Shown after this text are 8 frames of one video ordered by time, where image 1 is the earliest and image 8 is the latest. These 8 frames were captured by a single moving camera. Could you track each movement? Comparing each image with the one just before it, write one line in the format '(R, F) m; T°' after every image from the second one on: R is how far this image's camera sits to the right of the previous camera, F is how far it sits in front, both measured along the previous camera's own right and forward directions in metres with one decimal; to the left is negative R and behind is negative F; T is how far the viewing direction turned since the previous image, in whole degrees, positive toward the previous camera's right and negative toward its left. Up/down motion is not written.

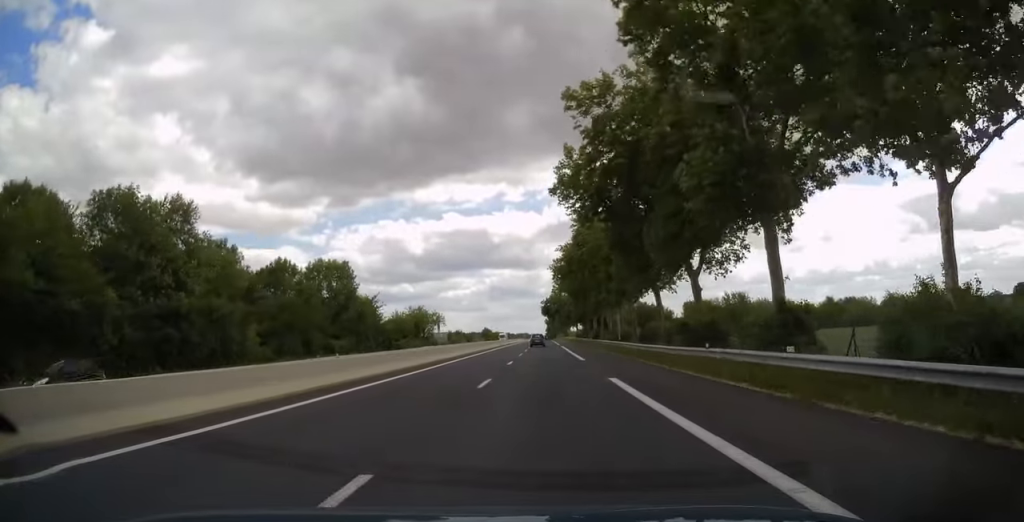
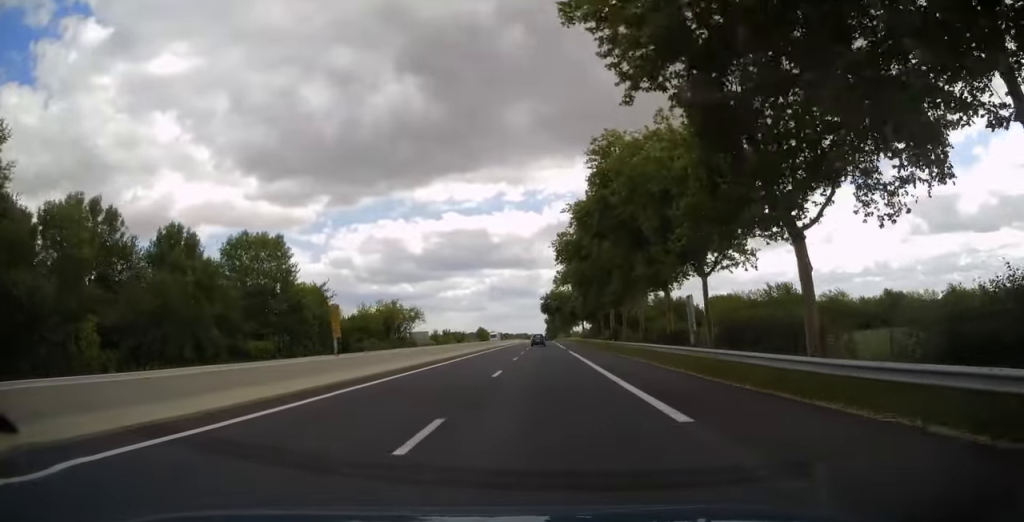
(0.0, +22.2) m; 0°
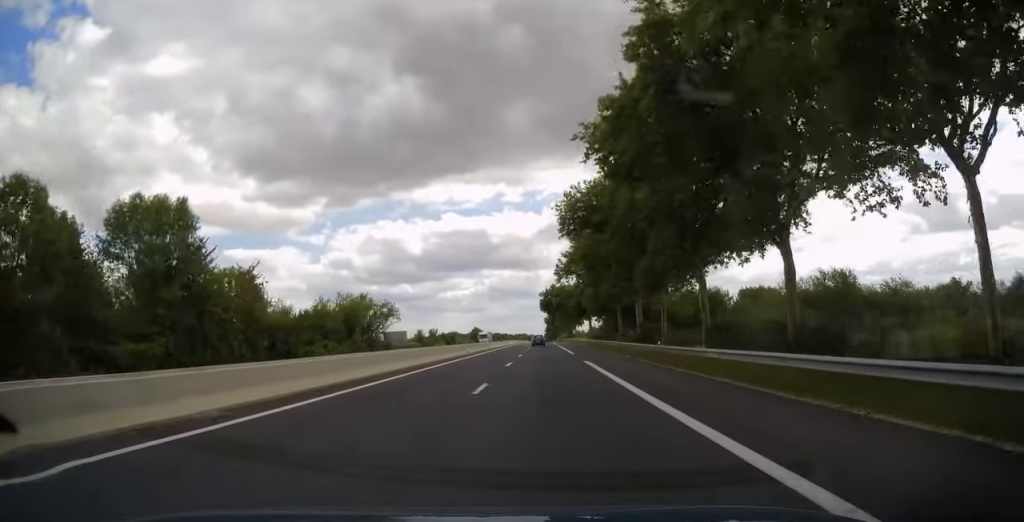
(+0.1, +18.7) m; 0°
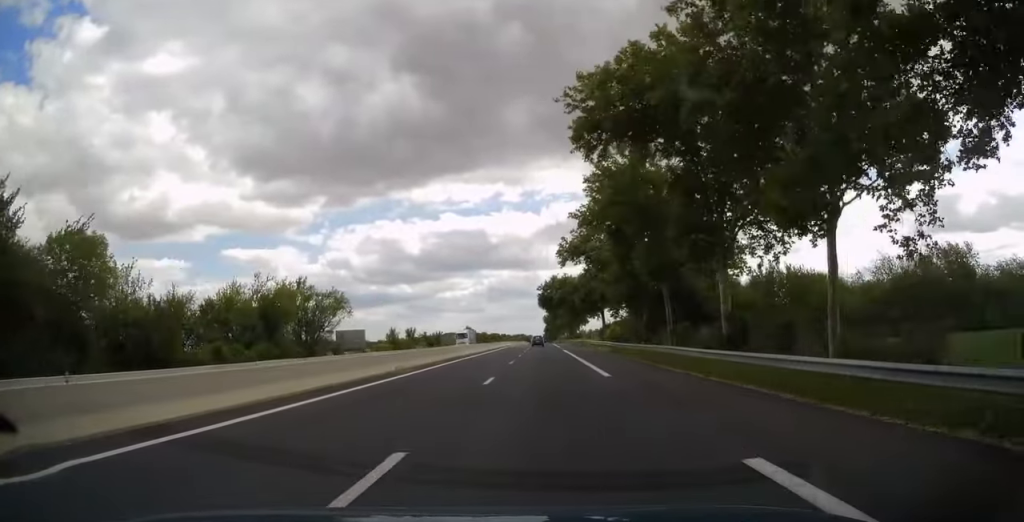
(0.0, +23.1) m; 0°
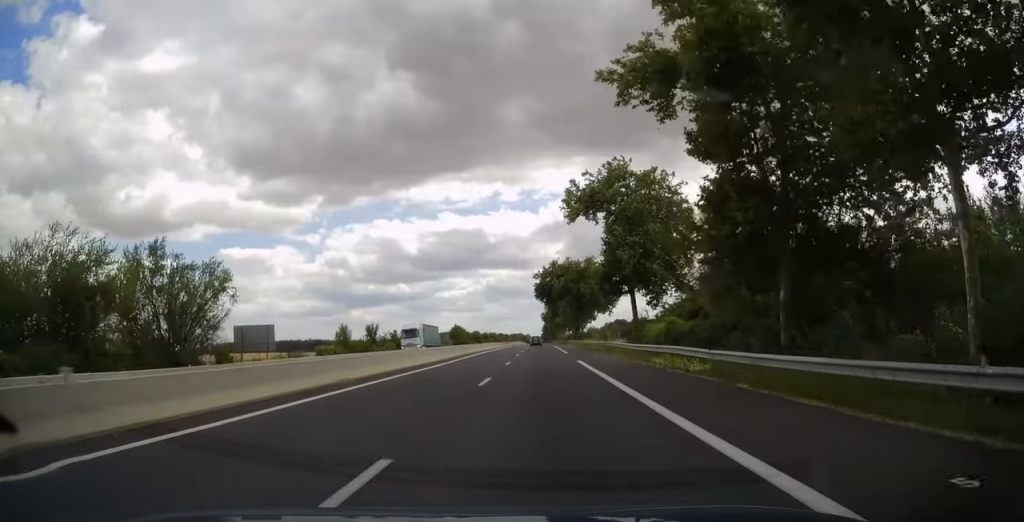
(0.0, +26.6) m; 0°
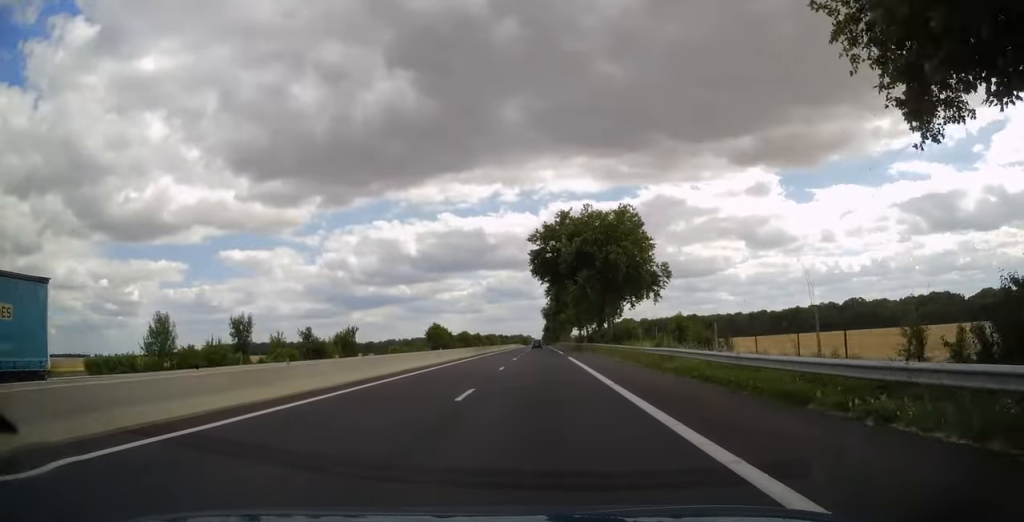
(-0.1, +42.9) m; 0°
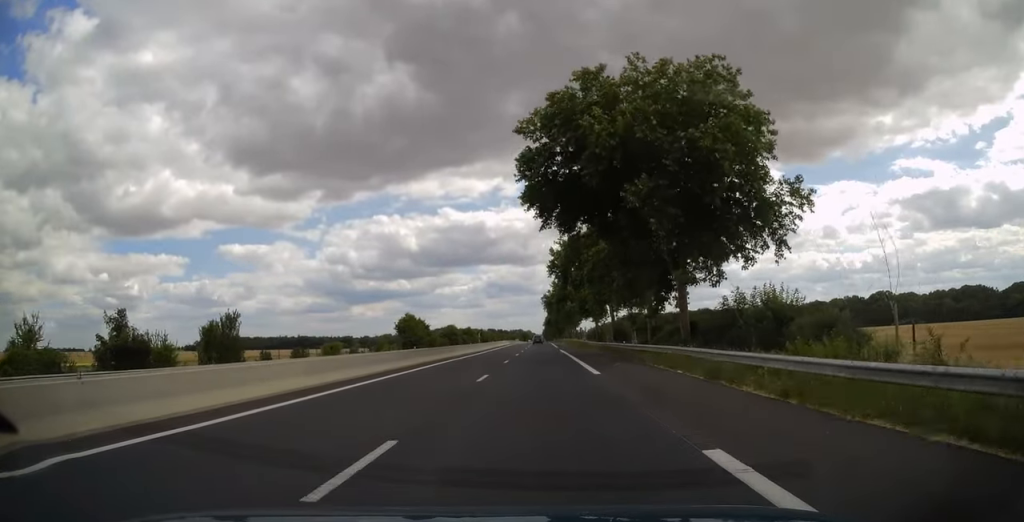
(0.0, +34.6) m; 0°
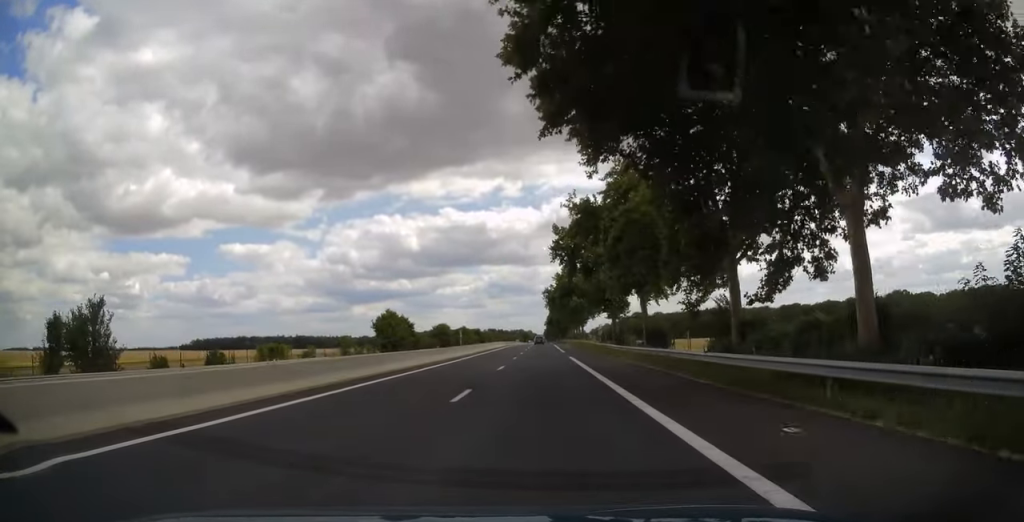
(-0.1, +18.3) m; 0°
